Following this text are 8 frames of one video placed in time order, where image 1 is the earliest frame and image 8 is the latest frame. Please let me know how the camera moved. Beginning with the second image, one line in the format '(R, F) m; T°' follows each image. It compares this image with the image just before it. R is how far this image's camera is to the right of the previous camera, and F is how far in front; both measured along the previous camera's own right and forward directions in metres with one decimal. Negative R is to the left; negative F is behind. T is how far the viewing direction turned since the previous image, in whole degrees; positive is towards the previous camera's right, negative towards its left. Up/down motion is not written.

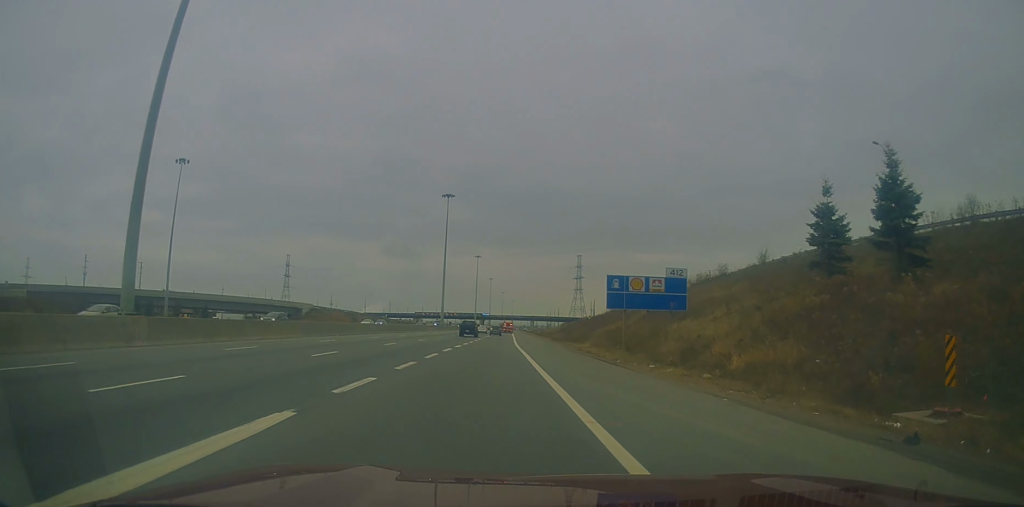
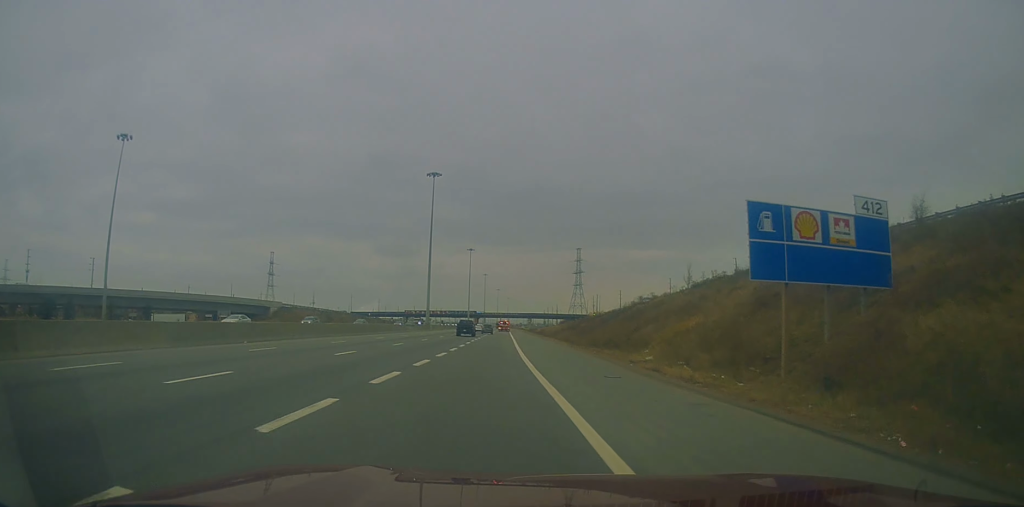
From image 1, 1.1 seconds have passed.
(+0.4, +22.2) m; +1°
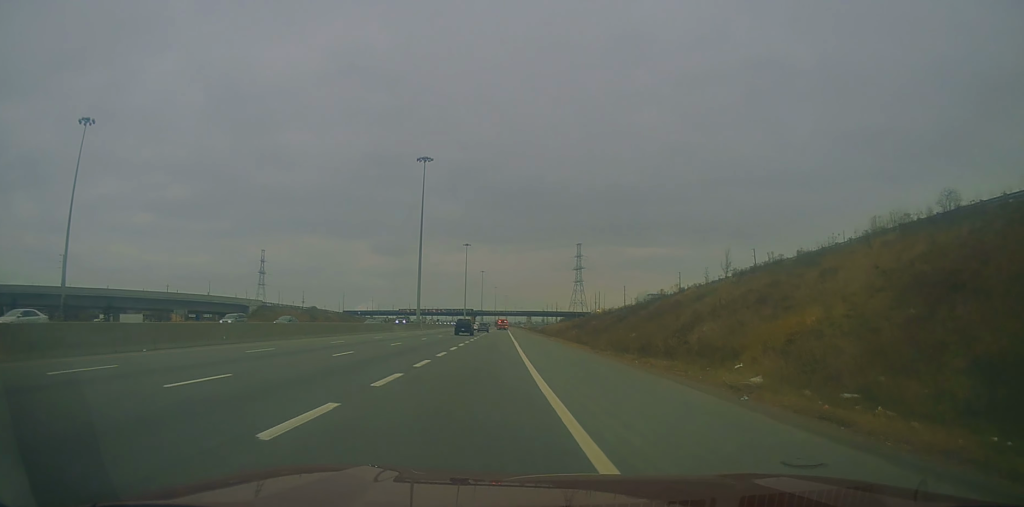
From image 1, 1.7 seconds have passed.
(+0.1, +12.6) m; 0°
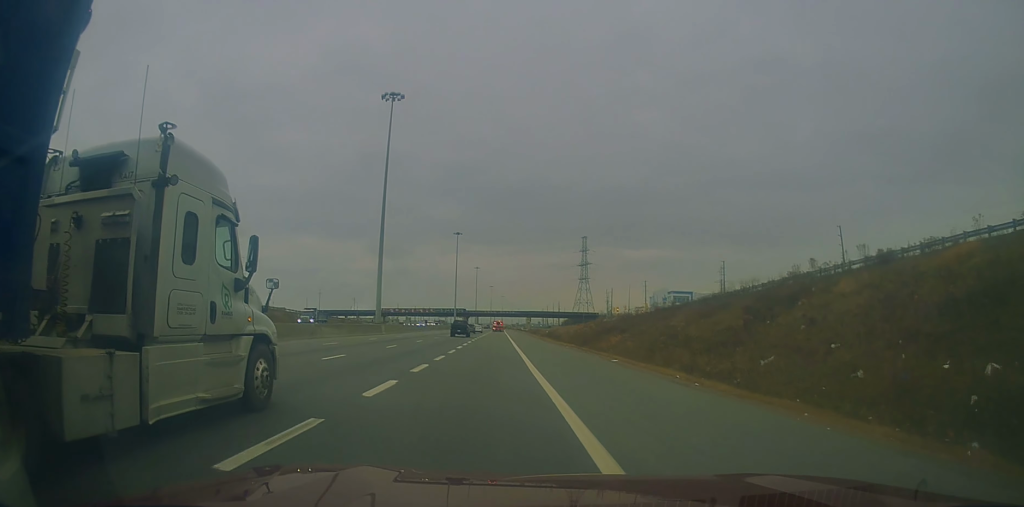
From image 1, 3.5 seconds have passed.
(-0.9, +38.6) m; -1°
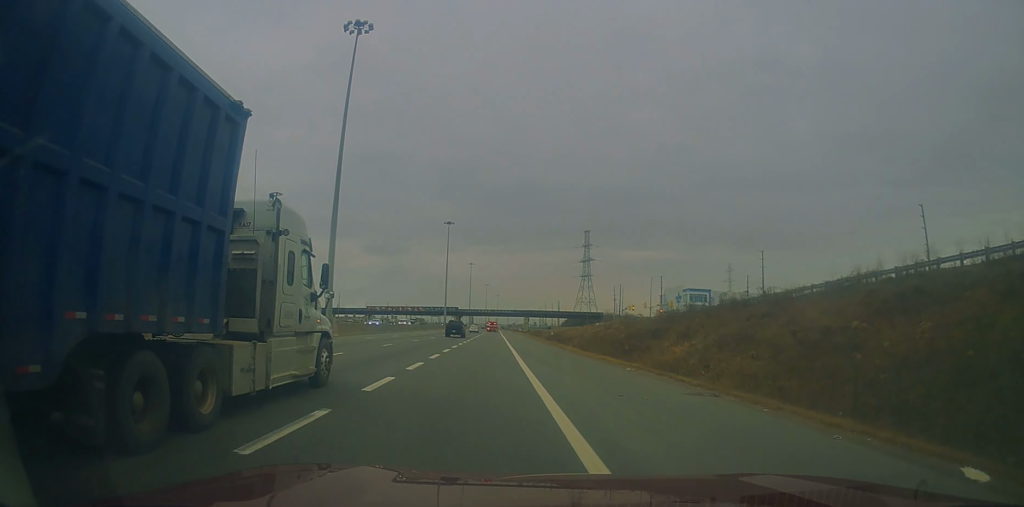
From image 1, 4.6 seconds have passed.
(+0.5, +23.9) m; +1°
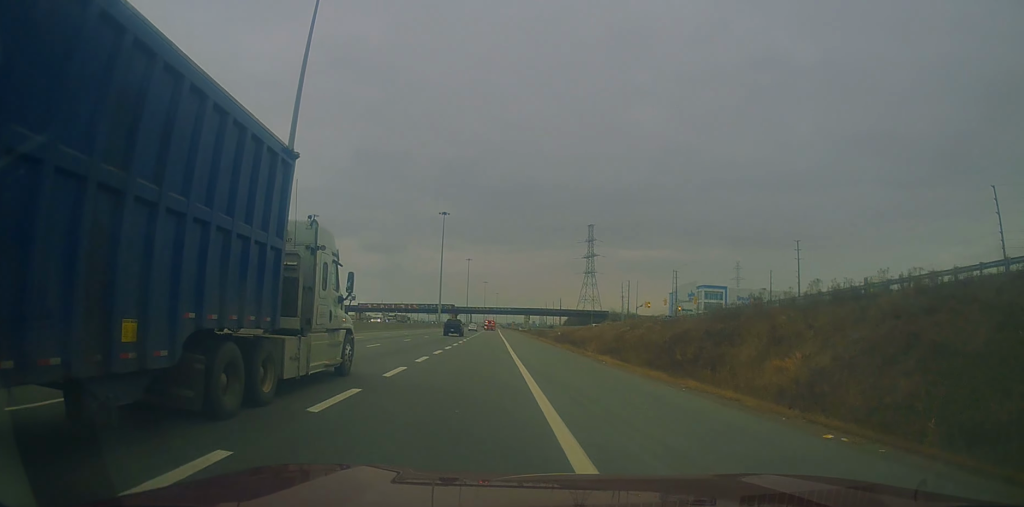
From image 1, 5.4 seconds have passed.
(+0.2, +15.5) m; -1°
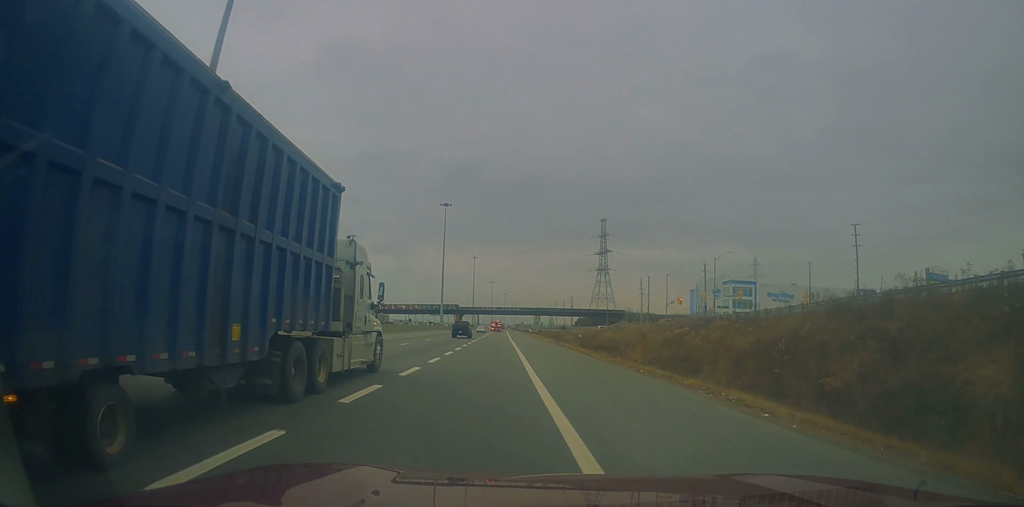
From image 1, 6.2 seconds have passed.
(-0.5, +17.0) m; 0°
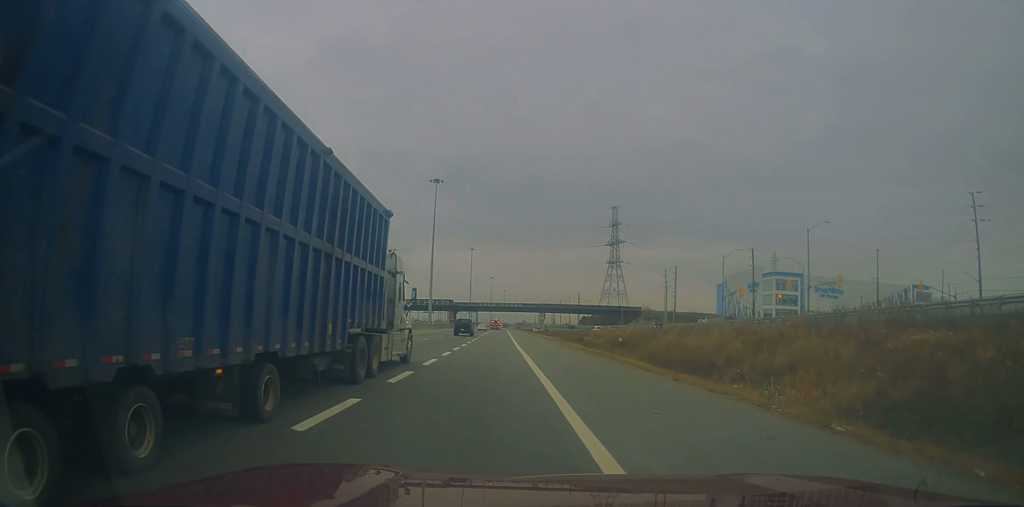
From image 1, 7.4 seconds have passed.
(+0.4, +27.3) m; +1°
